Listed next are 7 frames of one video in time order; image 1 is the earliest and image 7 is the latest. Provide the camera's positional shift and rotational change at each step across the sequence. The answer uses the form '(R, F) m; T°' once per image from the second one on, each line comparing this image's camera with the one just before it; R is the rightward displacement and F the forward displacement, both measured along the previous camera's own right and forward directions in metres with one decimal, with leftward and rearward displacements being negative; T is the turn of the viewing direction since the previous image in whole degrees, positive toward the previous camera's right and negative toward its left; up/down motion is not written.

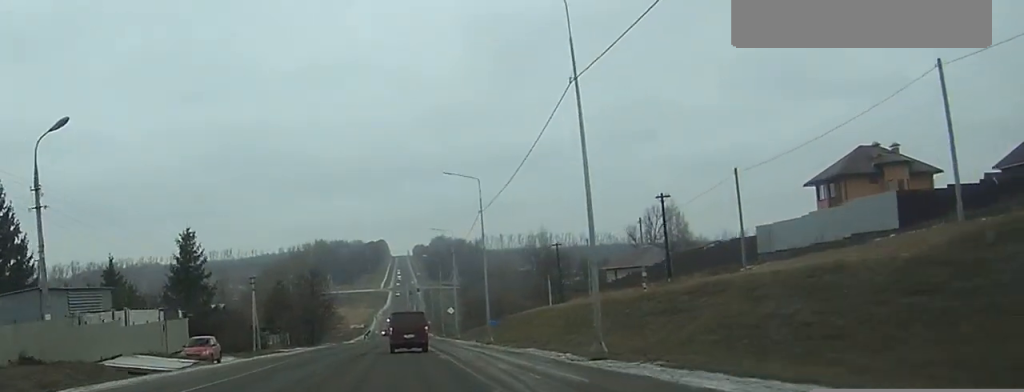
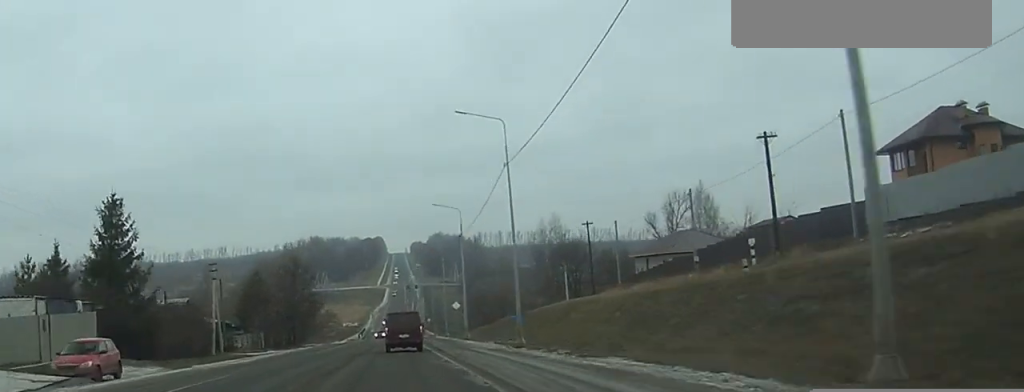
(+0.1, +17.6) m; 0°
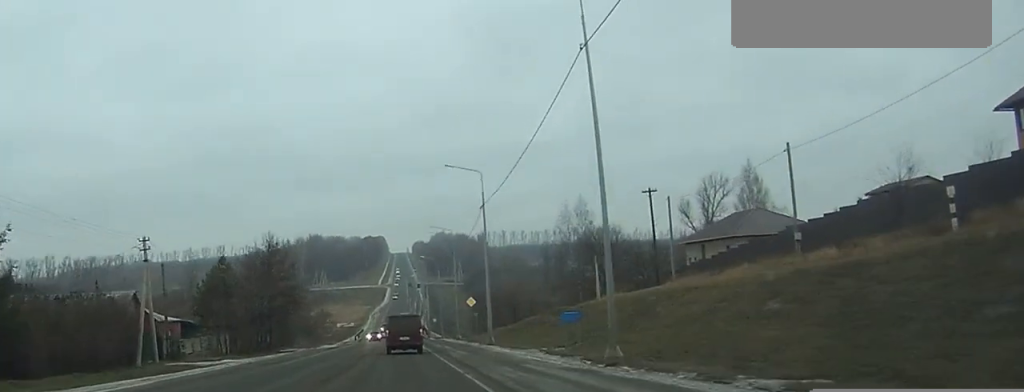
(0.0, +20.1) m; 0°
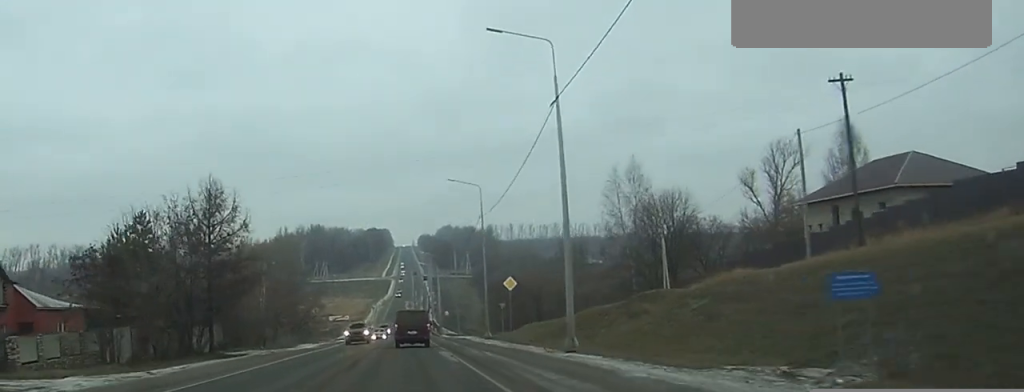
(0.0, +27.7) m; 0°
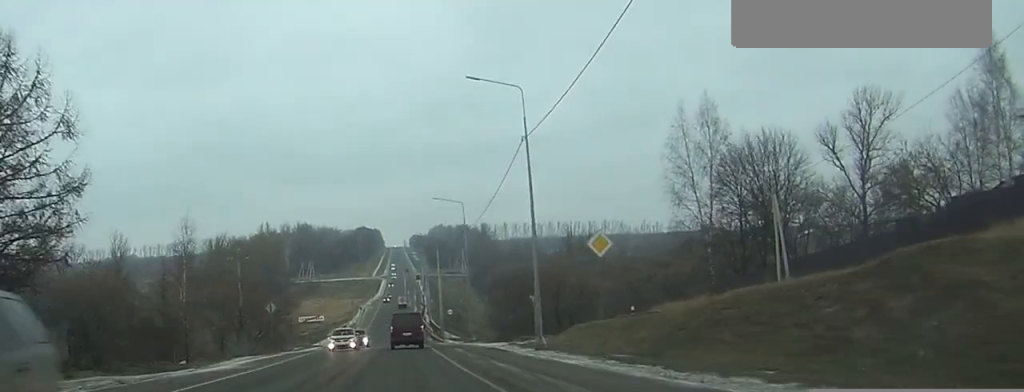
(-0.1, +29.1) m; 0°
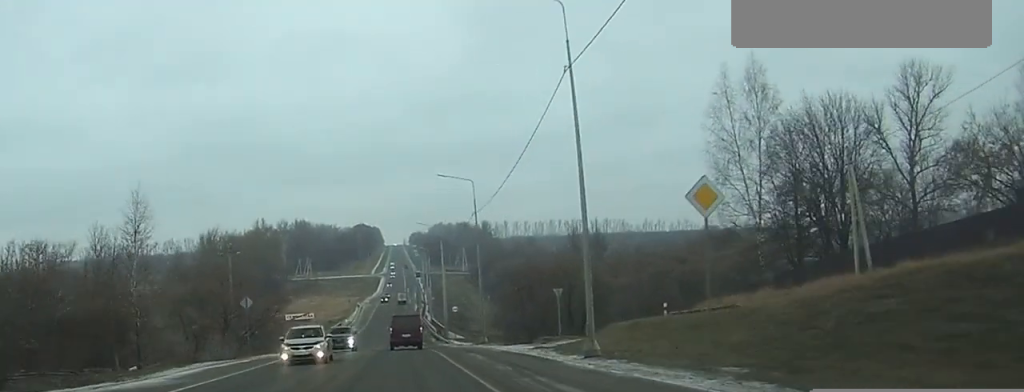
(0.0, +10.9) m; 0°
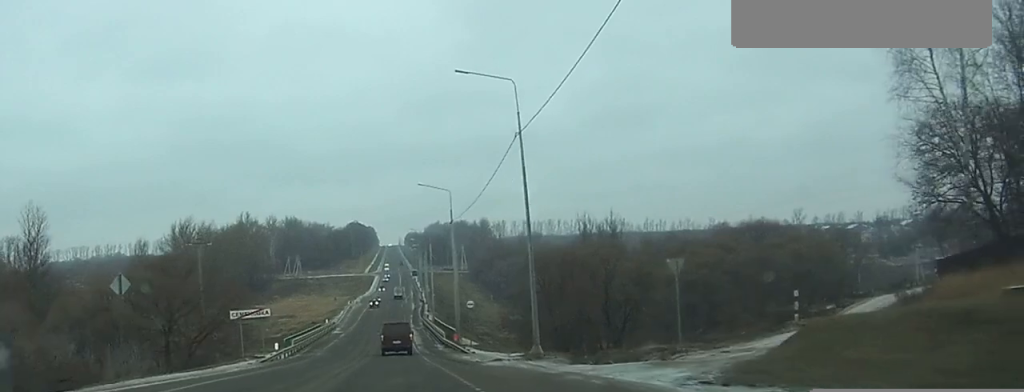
(+0.1, +26.5) m; 0°
